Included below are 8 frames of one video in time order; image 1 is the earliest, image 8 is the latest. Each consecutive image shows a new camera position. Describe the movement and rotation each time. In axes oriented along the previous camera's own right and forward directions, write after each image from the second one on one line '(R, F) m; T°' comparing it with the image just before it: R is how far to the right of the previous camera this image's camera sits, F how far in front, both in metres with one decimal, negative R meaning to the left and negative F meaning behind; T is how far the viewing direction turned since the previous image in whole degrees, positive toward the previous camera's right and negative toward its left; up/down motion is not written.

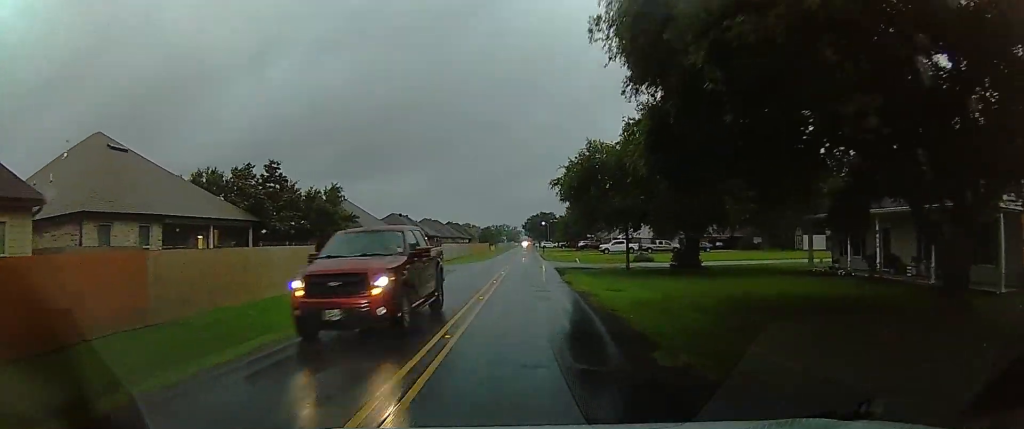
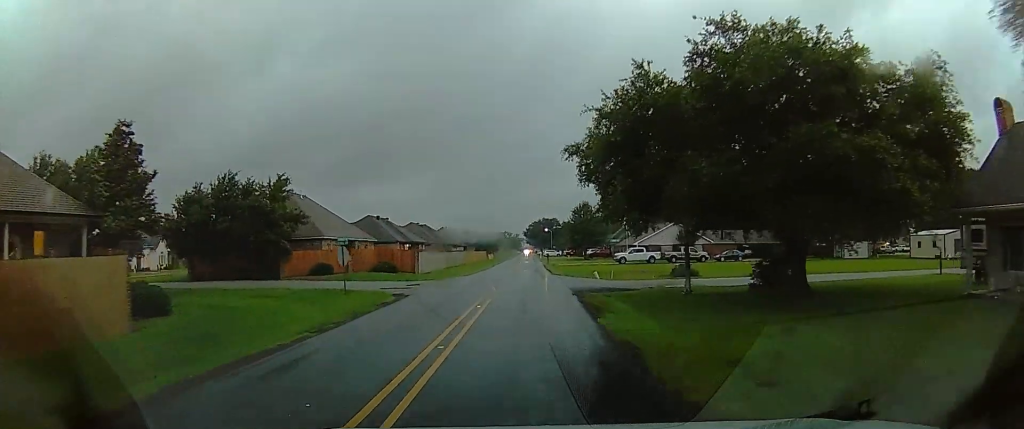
(0.0, +12.9) m; 0°
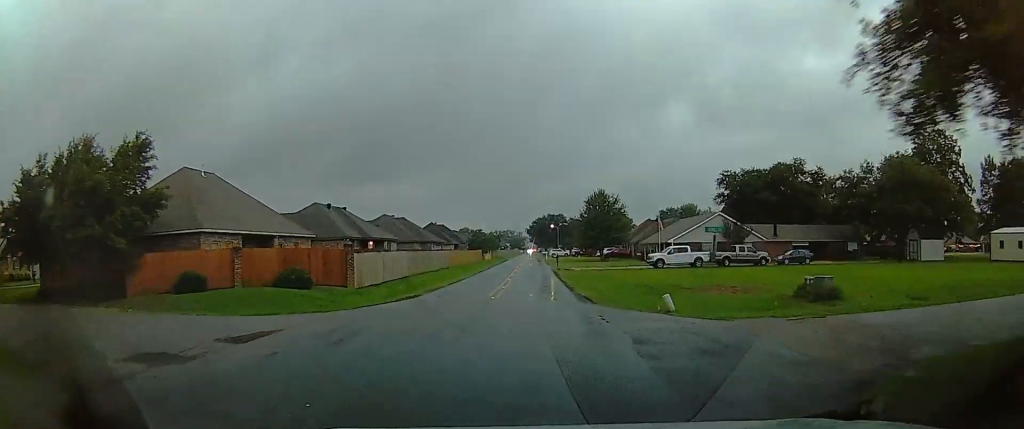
(0.0, +18.4) m; 0°
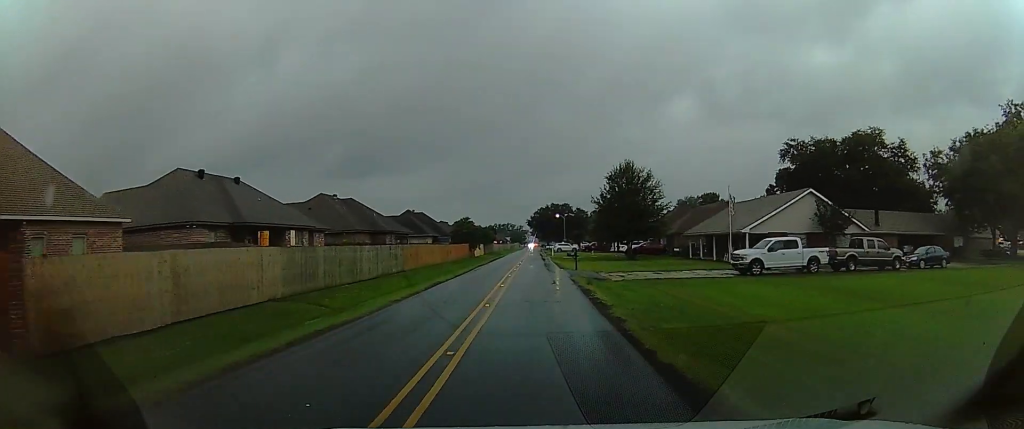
(0.0, +21.8) m; 0°
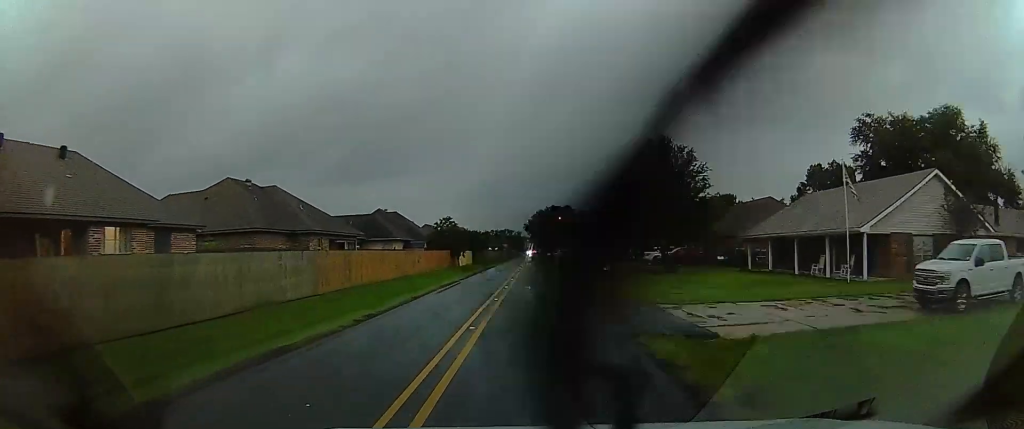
(0.0, +16.1) m; 0°
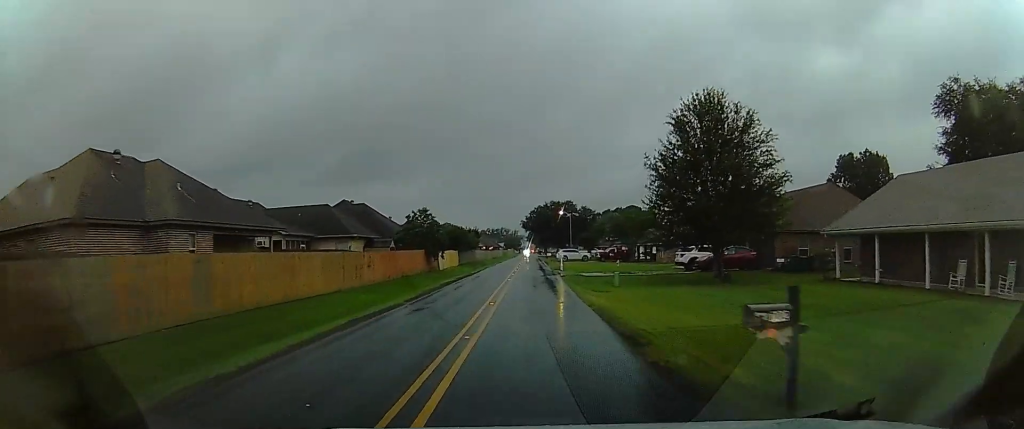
(0.0, +12.9) m; 0°
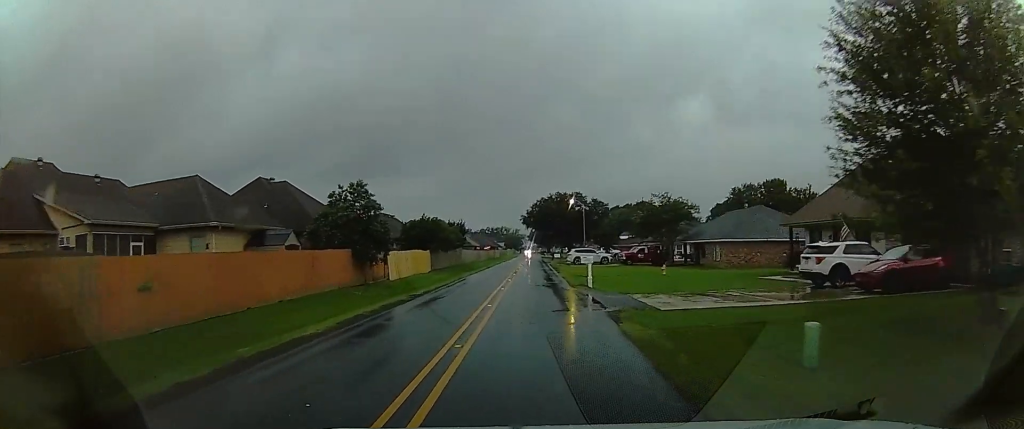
(0.0, +20.4) m; -1°
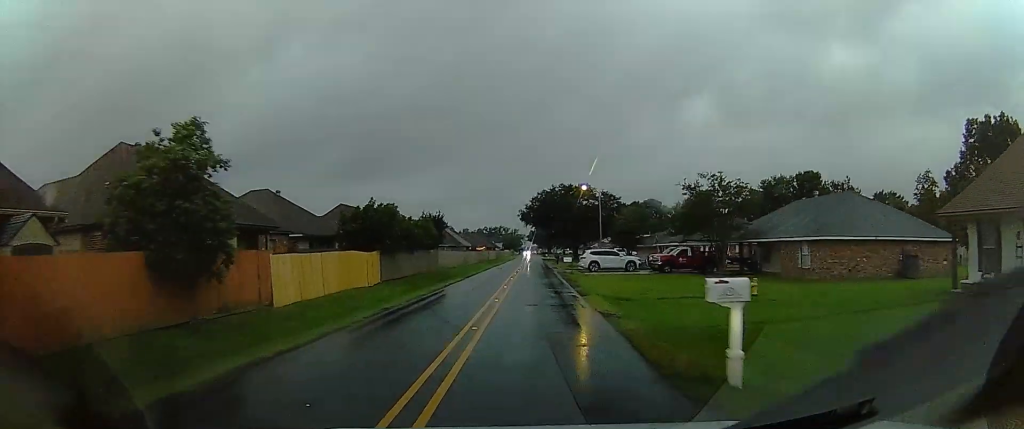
(-0.2, +16.6) m; -5°
